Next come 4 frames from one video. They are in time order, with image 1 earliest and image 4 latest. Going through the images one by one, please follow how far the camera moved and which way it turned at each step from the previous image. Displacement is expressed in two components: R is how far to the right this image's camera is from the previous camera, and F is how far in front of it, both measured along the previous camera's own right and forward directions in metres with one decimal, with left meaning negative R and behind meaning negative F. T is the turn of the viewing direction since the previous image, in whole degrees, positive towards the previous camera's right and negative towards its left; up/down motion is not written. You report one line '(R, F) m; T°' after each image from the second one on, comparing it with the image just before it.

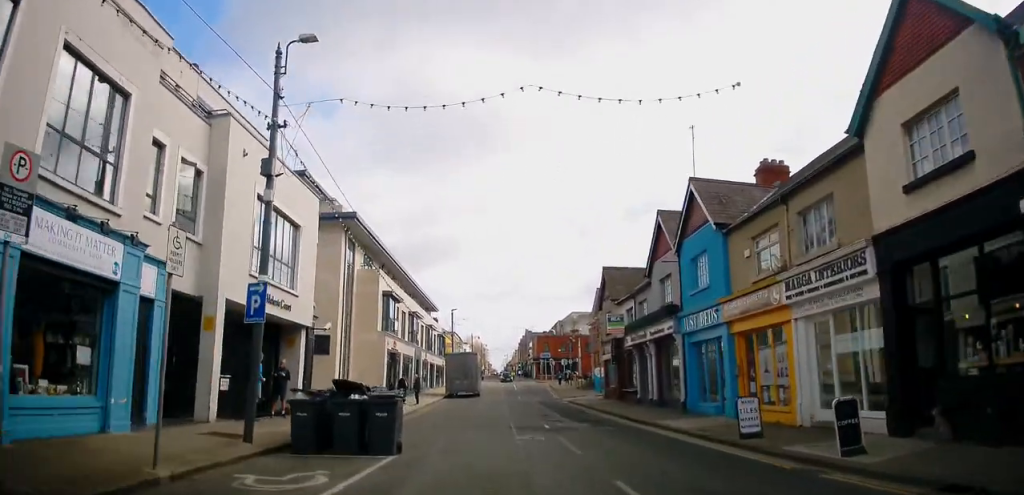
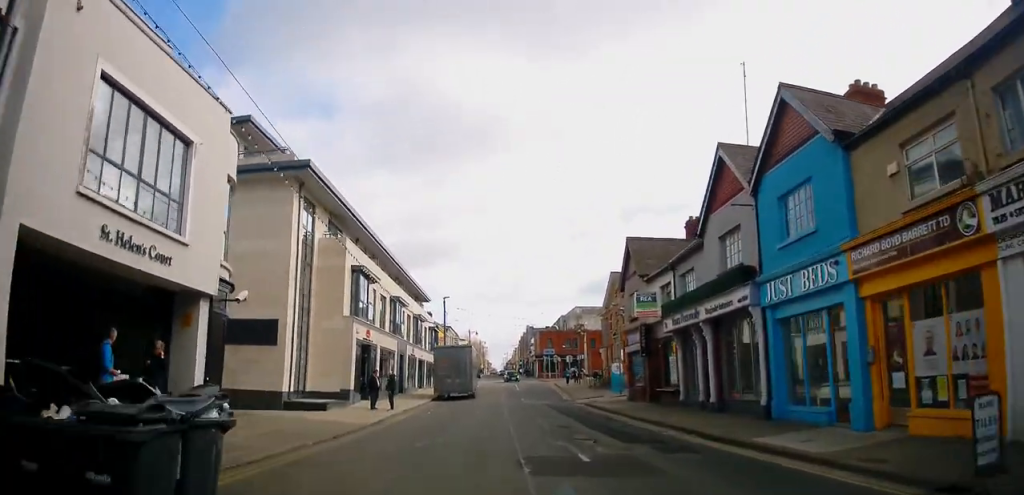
(+0.2, +7.9) m; +3°
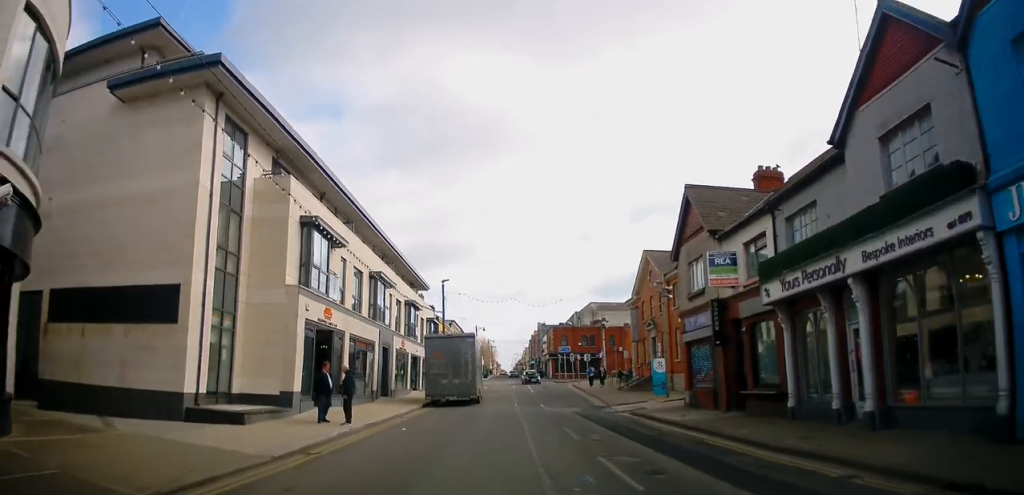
(+0.2, +9.0) m; +2°
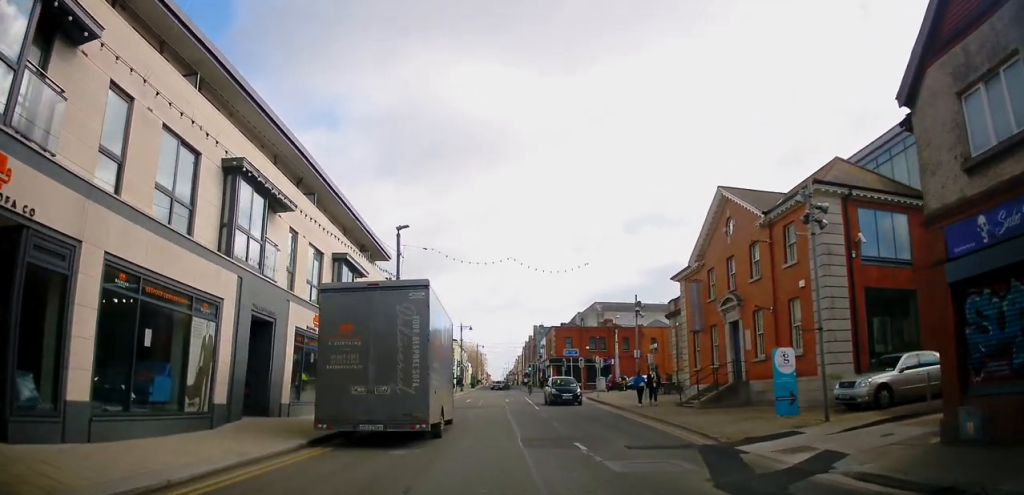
(+0.4, +17.6) m; 0°
